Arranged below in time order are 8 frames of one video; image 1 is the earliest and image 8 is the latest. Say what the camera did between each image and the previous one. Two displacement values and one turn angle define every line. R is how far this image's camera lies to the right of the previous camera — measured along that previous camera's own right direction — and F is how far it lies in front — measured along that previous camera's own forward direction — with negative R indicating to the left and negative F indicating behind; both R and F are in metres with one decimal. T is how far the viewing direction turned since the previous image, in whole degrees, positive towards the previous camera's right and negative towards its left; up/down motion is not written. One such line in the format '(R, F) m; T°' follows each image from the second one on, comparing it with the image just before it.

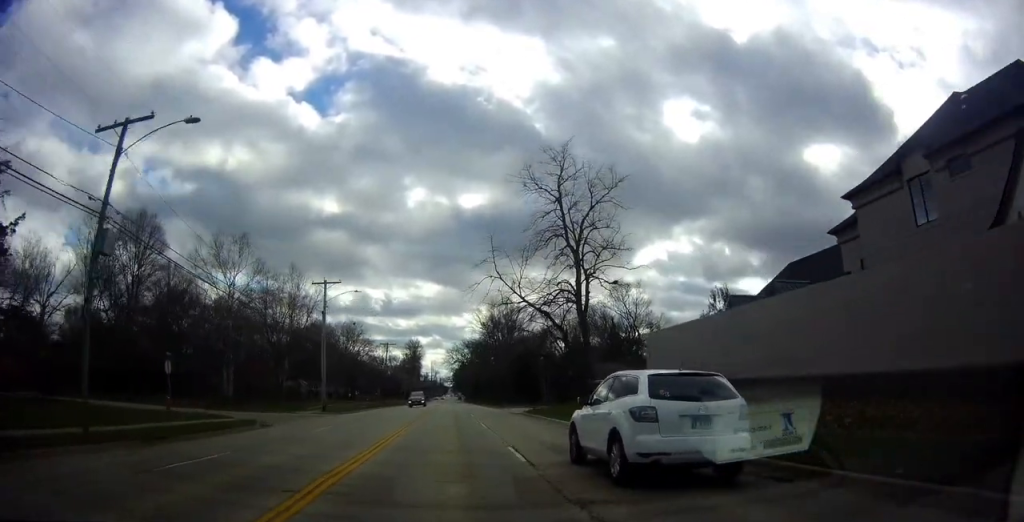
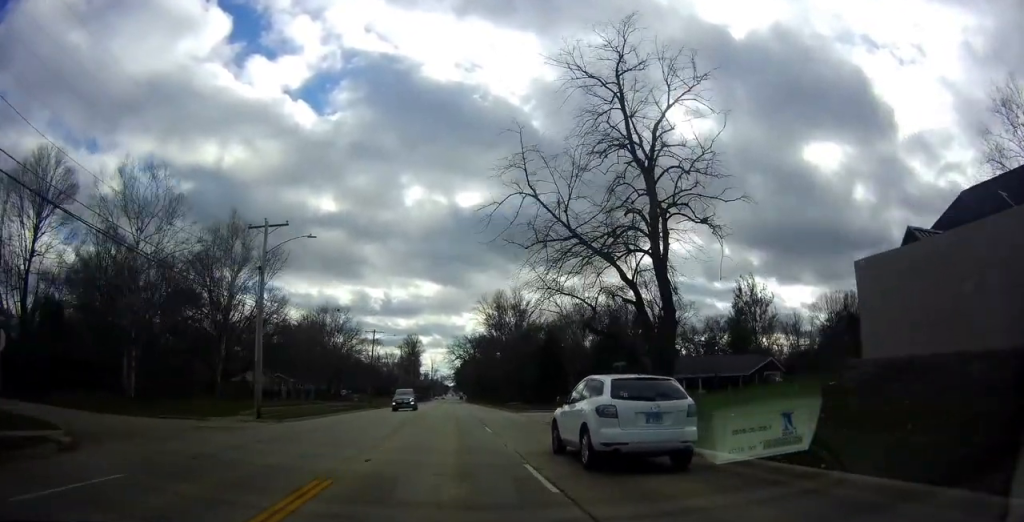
(0.0, +16.5) m; 0°
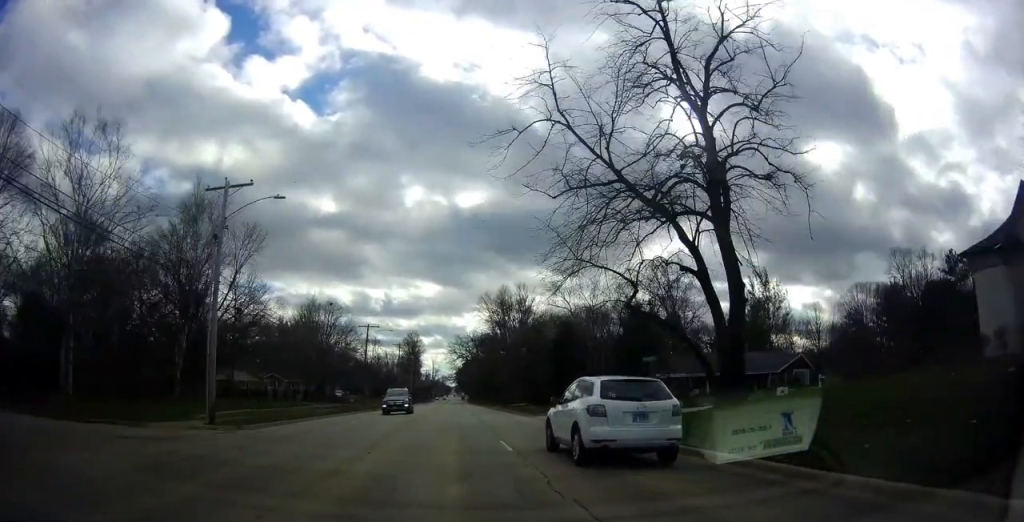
(0.0, +6.5) m; 0°
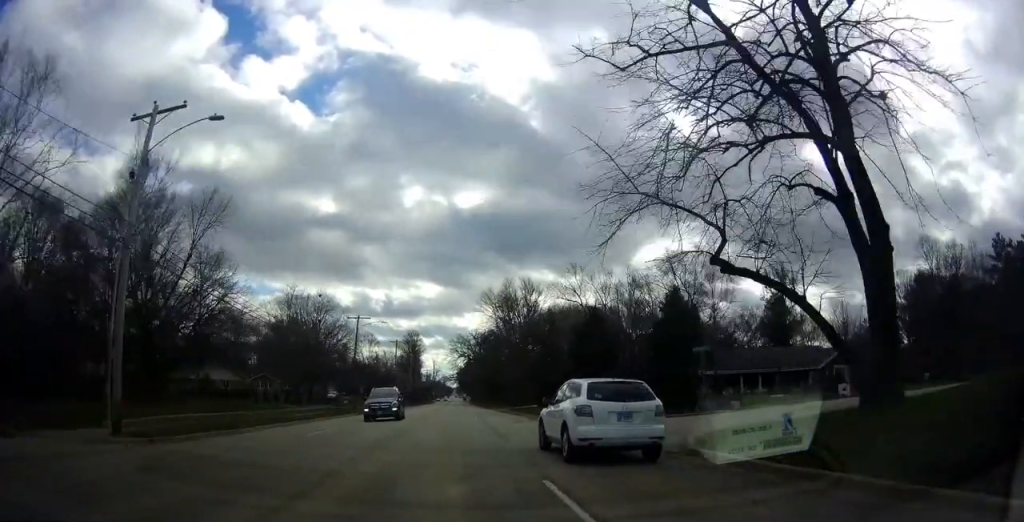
(0.0, +7.5) m; 0°
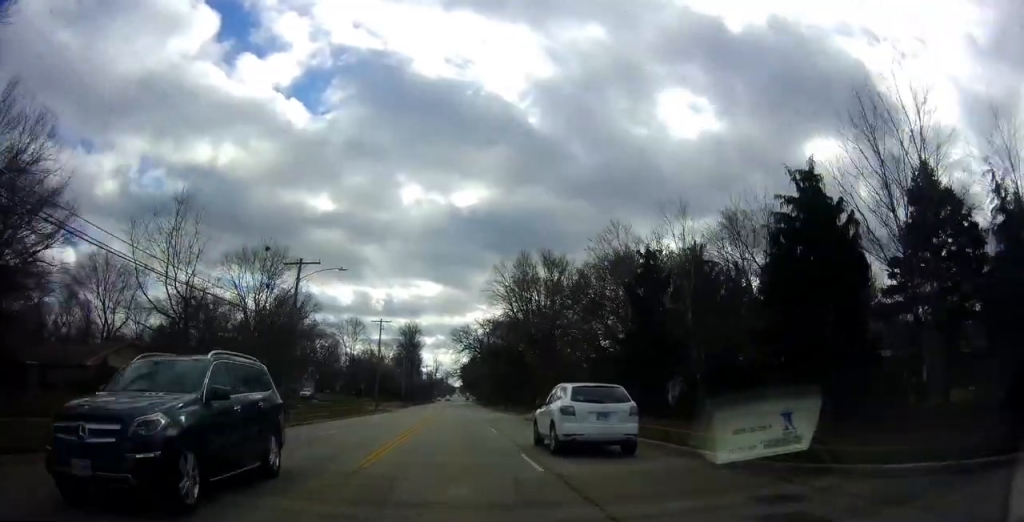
(-0.9, +23.6) m; -3°
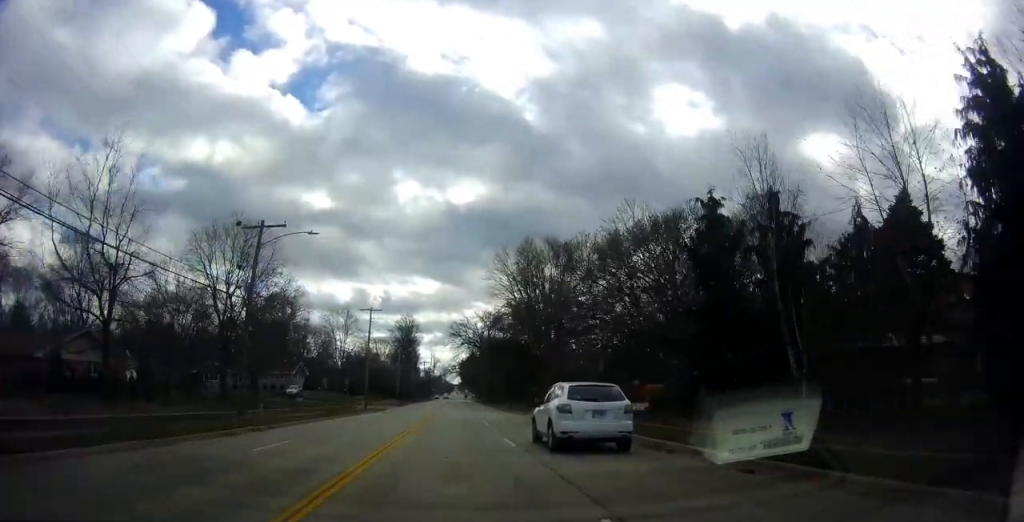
(-0.4, +6.8) m; 0°
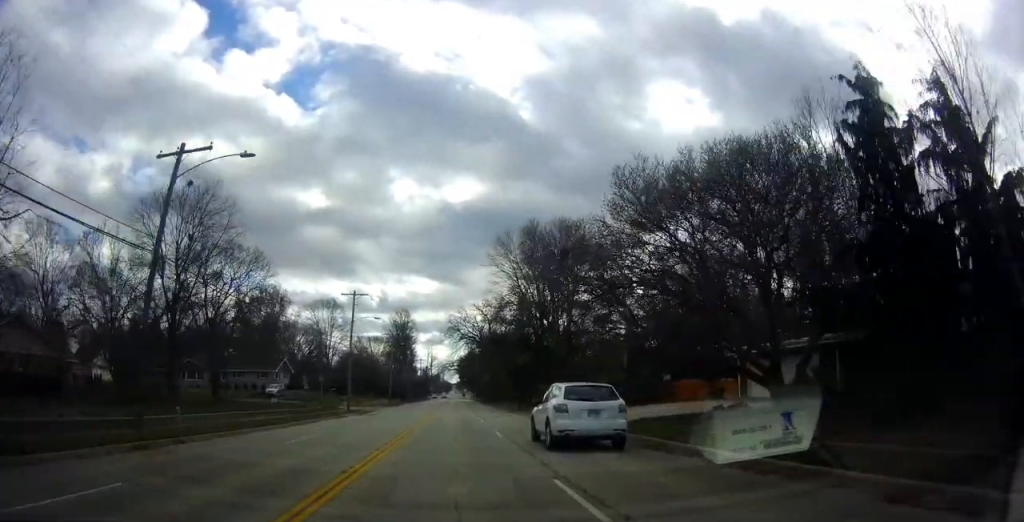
(+0.4, +9.3) m; +2°
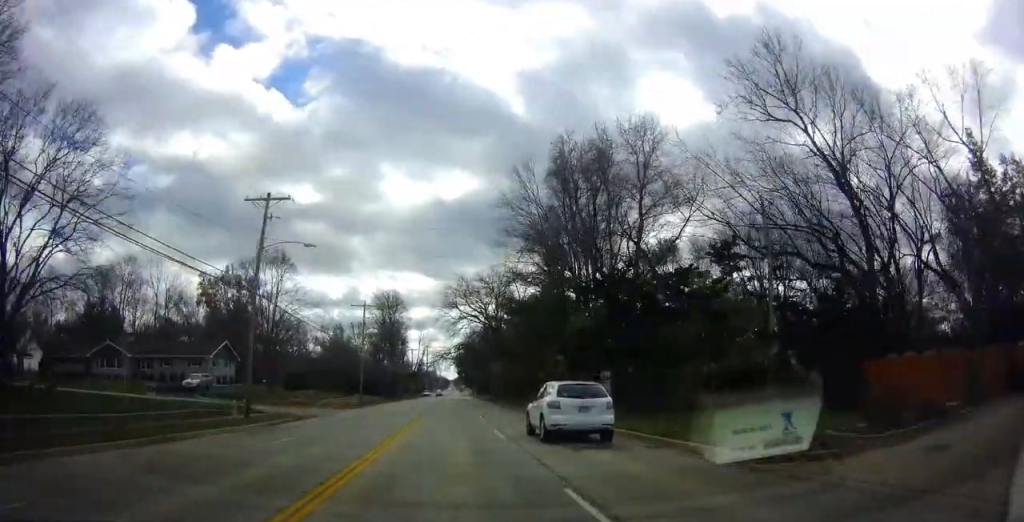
(+0.6, +25.3) m; +1°
